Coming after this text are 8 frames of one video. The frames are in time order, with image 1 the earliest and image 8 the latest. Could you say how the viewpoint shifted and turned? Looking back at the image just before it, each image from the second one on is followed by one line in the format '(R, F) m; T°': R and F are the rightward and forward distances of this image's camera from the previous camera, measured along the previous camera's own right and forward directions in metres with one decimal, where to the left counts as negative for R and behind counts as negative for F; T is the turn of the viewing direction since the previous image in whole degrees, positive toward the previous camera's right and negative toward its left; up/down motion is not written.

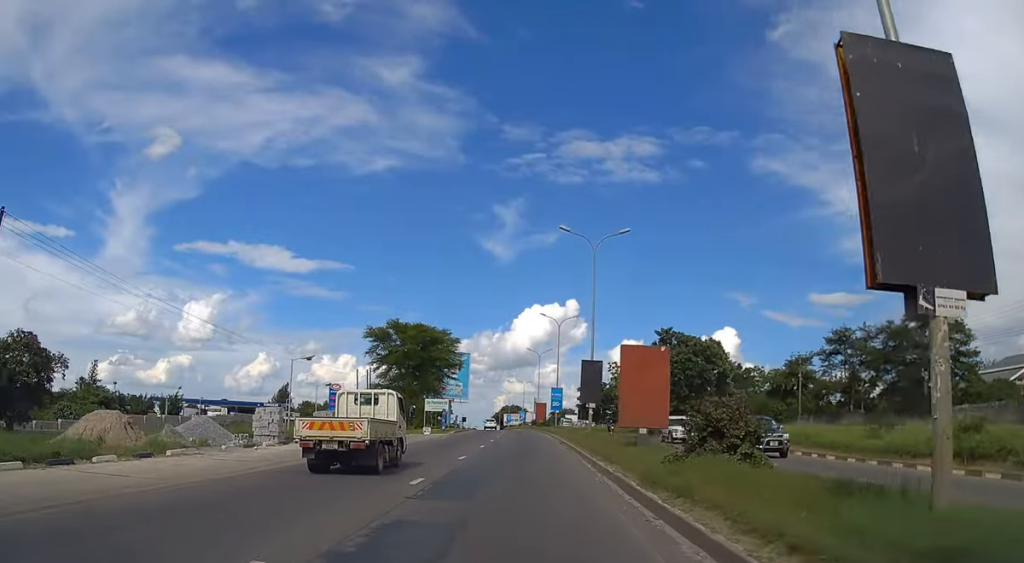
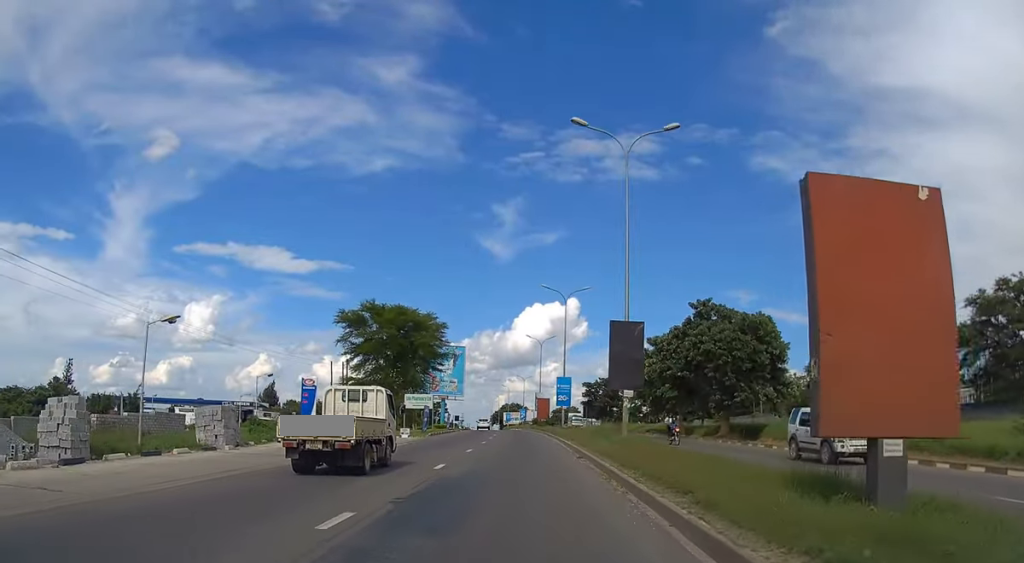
(-0.1, +15.3) m; 0°
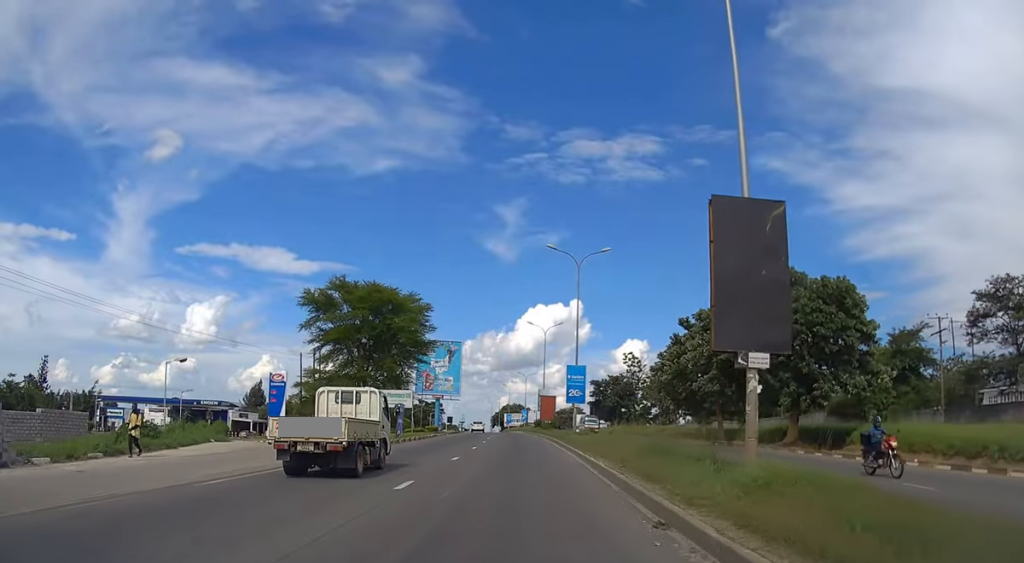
(+0.1, +14.6) m; 0°
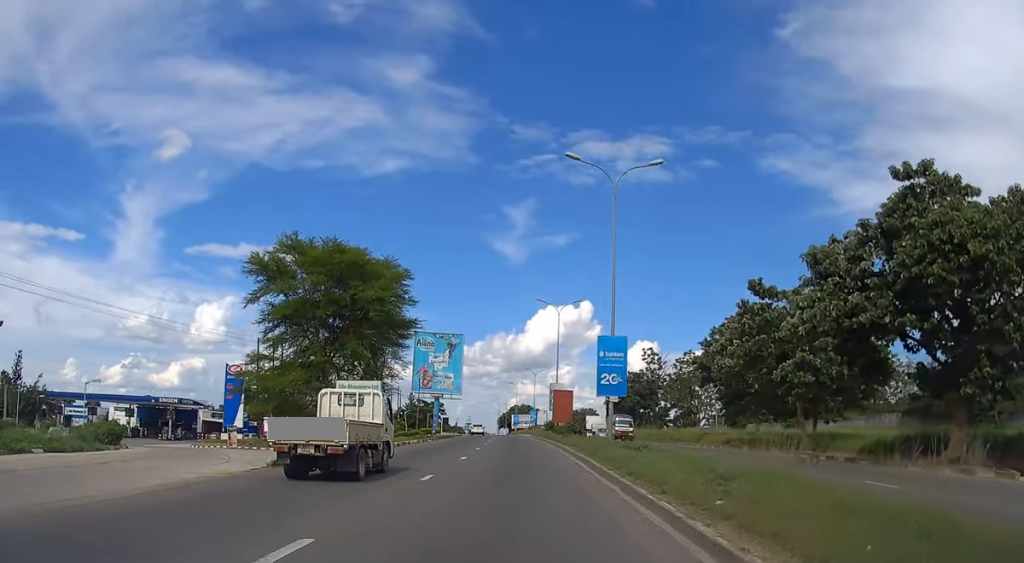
(0.0, +16.8) m; 0°
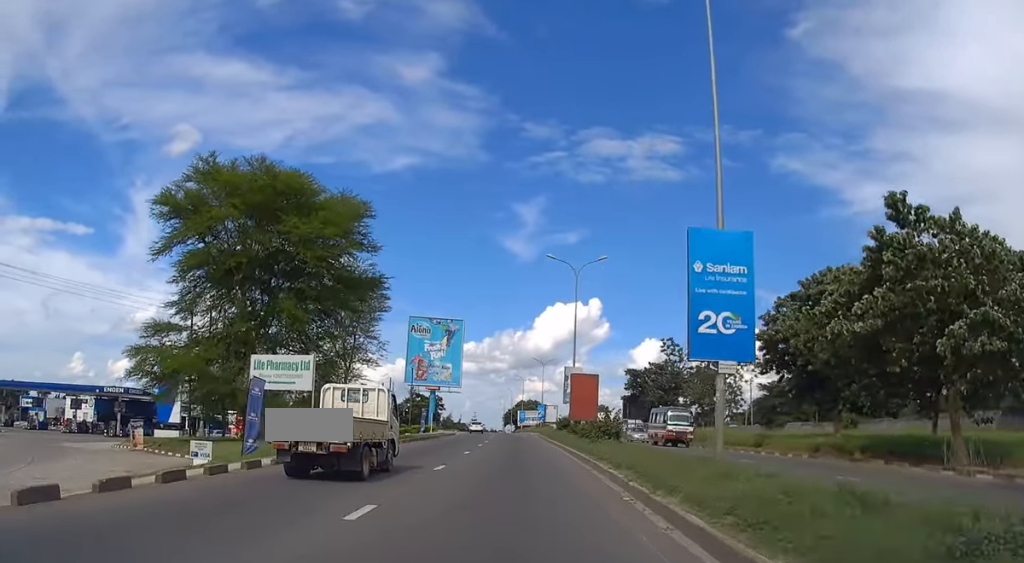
(-0.1, +16.1) m; -1°
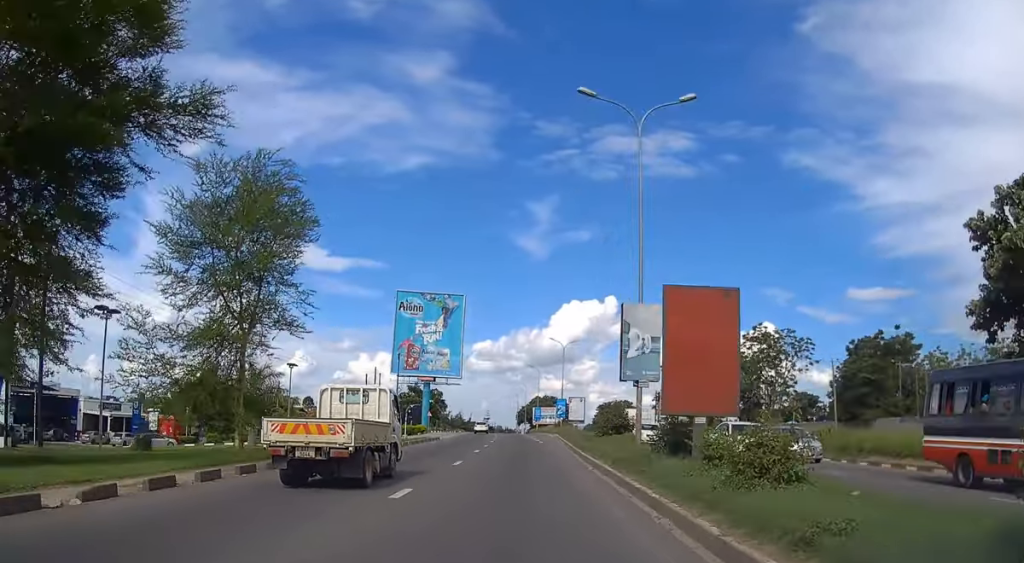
(-0.3, +24.8) m; -1°
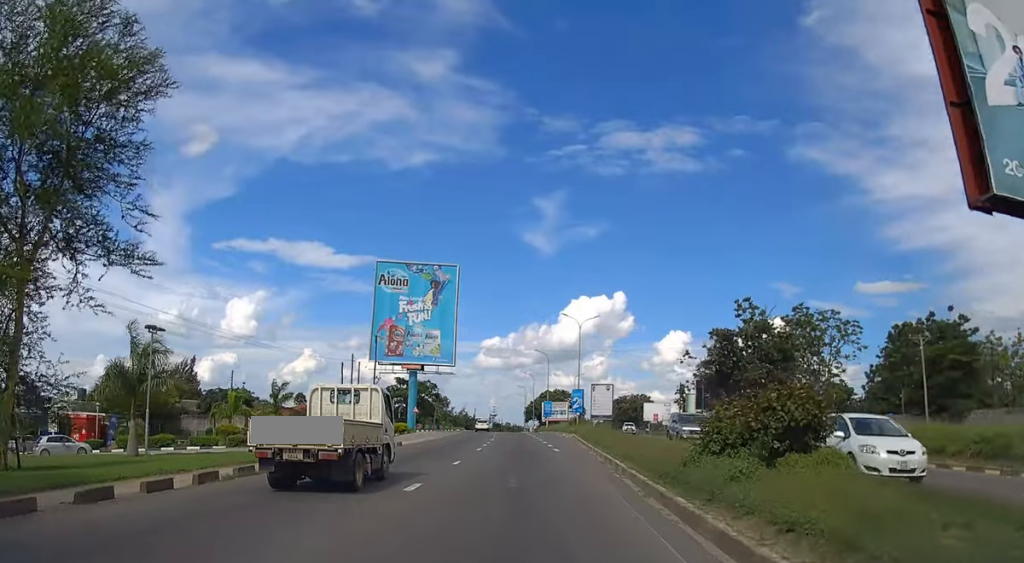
(-0.2, +18.3) m; -1°
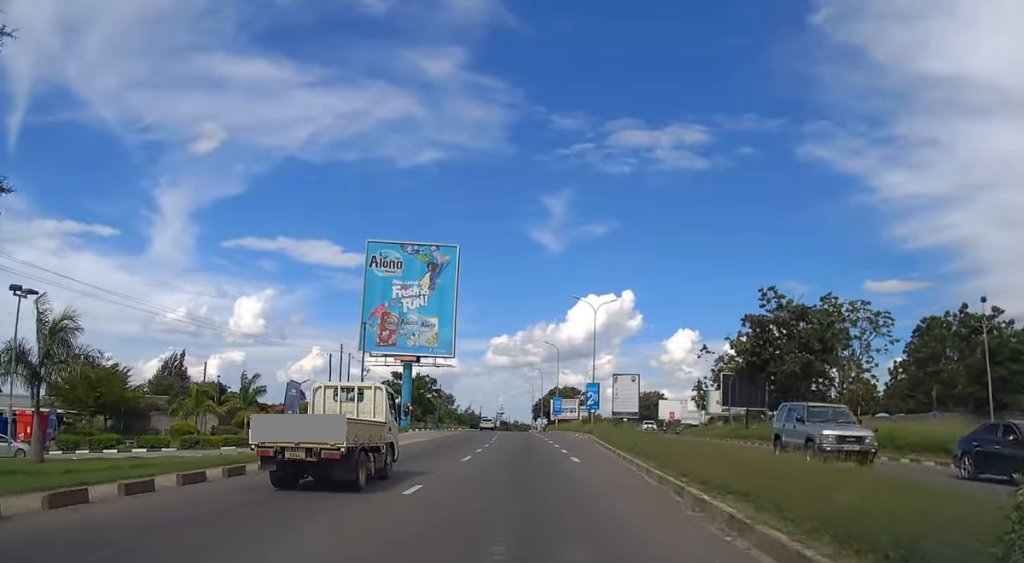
(-0.1, +9.0) m; -1°
